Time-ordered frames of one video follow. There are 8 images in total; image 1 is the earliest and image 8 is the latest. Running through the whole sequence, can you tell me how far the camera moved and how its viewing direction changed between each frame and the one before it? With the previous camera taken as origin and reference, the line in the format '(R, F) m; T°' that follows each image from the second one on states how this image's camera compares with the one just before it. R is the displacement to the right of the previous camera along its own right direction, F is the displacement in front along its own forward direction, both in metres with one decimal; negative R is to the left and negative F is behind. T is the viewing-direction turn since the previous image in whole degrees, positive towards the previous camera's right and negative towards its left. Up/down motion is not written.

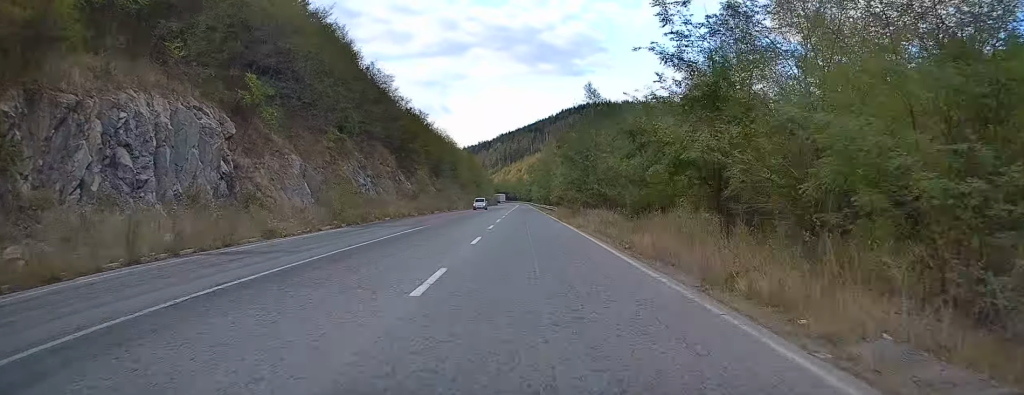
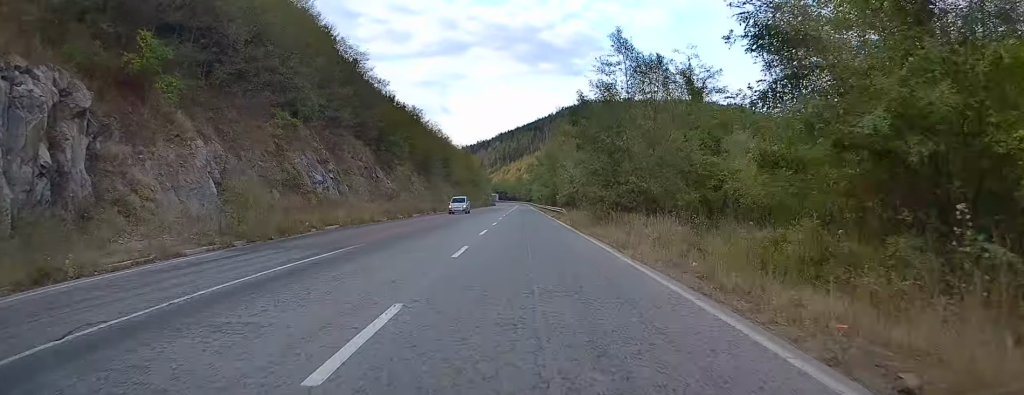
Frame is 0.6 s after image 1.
(+0.1, +13.2) m; 0°
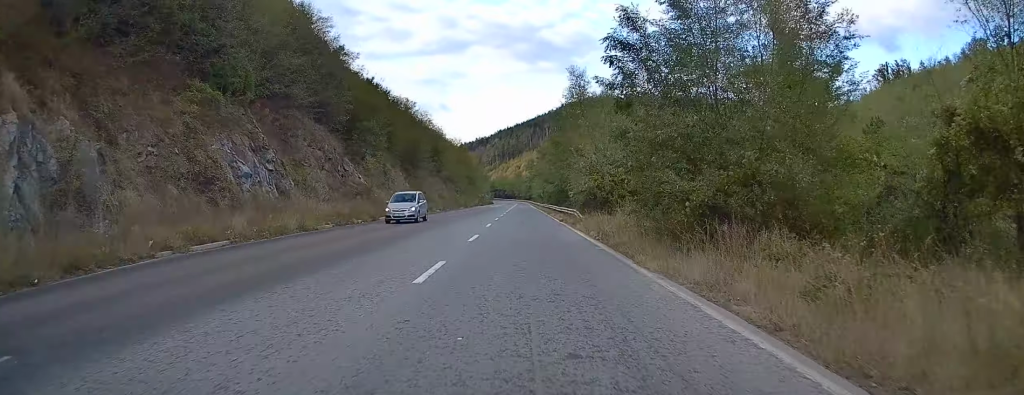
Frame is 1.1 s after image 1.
(0.0, +13.2) m; 0°
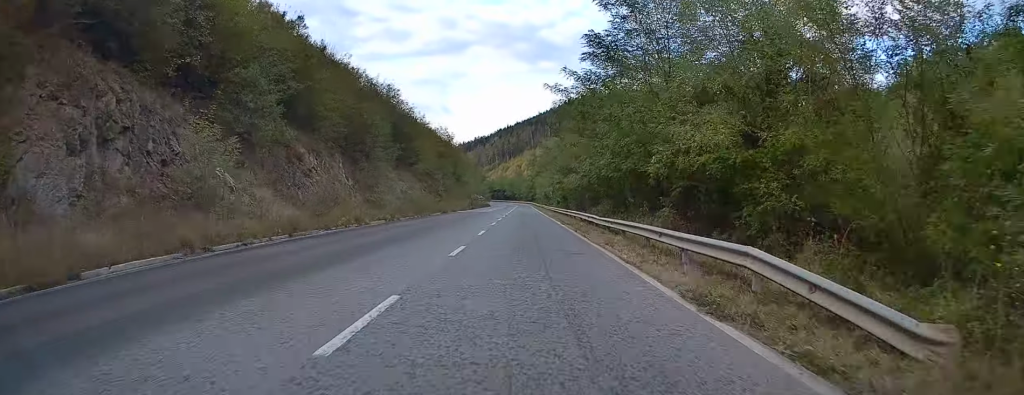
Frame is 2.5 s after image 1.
(+0.1, +31.3) m; +1°
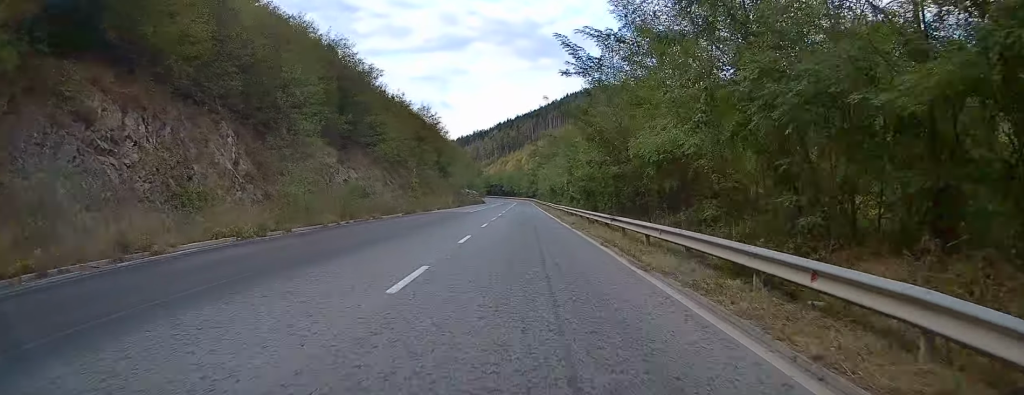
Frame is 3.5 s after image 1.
(+0.1, +24.4) m; 0°
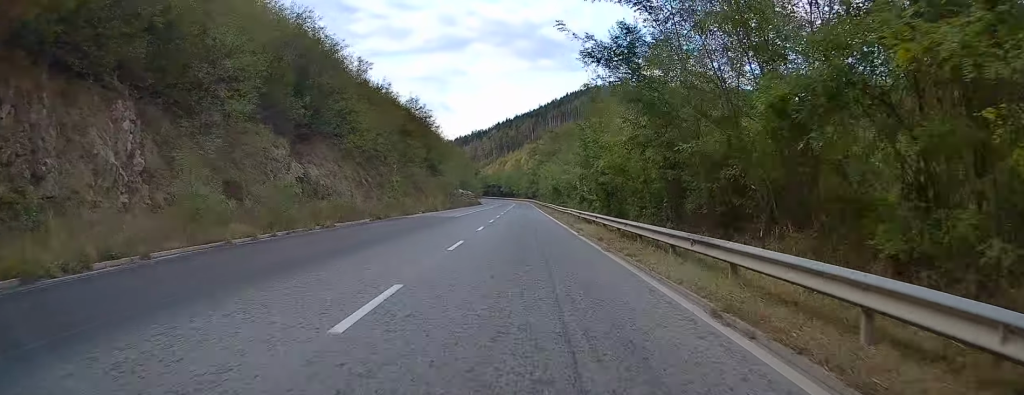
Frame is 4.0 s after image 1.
(0.0, +11.1) m; 0°
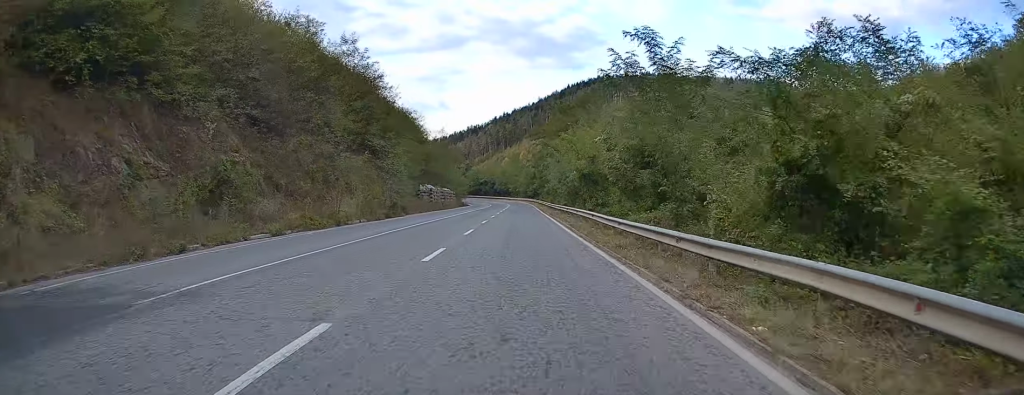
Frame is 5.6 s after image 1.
(0.0, +39.1) m; 0°
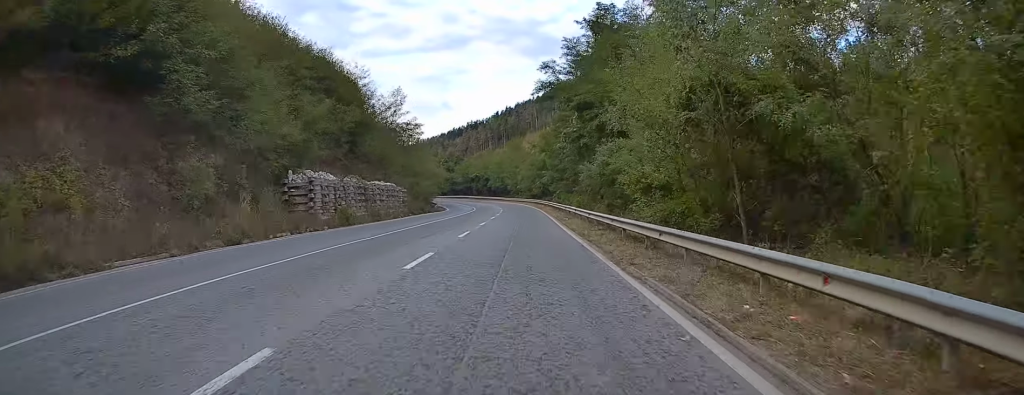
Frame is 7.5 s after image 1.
(-0.3, +46.5) m; 0°
